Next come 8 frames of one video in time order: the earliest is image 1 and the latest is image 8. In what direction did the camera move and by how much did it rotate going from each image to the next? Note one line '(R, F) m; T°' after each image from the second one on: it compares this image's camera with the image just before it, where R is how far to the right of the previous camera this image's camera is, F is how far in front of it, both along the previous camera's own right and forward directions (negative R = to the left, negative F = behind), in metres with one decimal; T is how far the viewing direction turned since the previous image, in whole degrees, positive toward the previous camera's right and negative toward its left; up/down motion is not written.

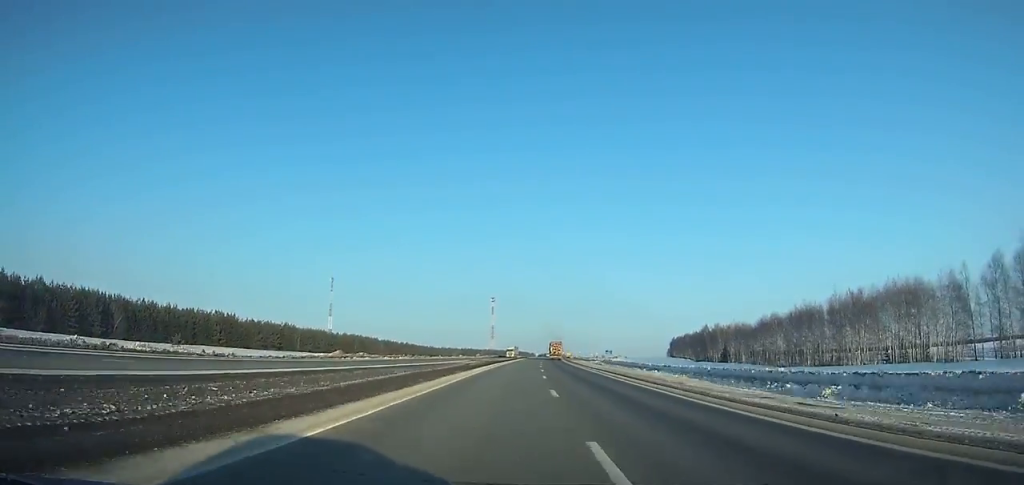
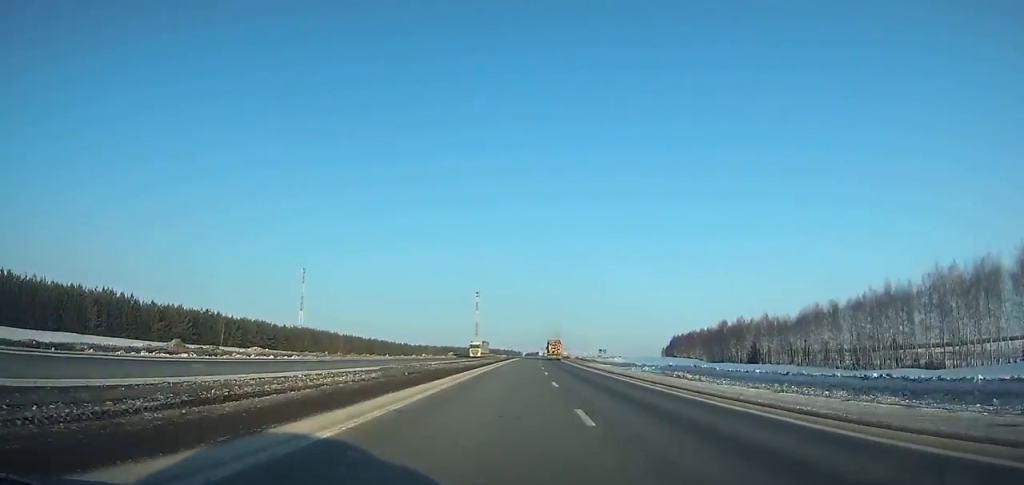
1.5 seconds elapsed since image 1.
(0.0, +43.4) m; +1°
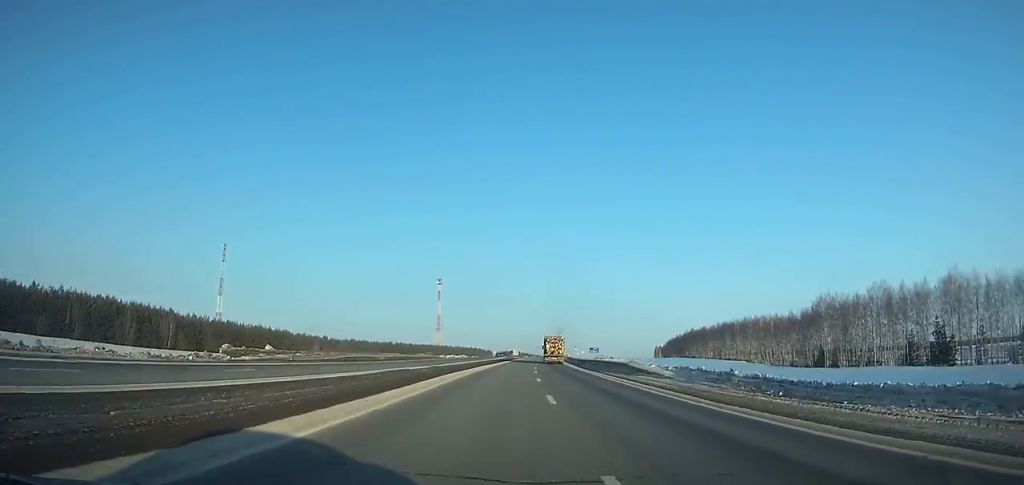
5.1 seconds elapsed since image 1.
(+2.6, +104.7) m; +3°
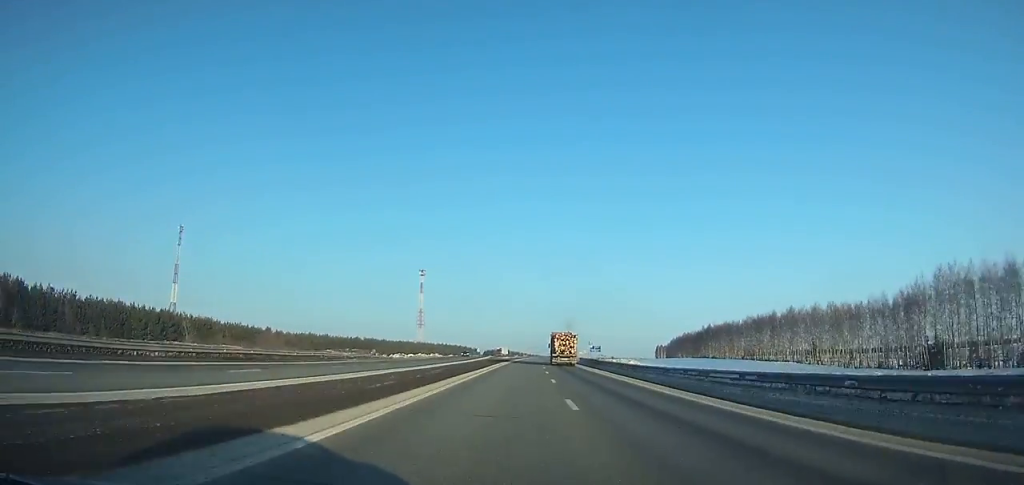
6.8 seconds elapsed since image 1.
(+0.4, +49.6) m; +1°
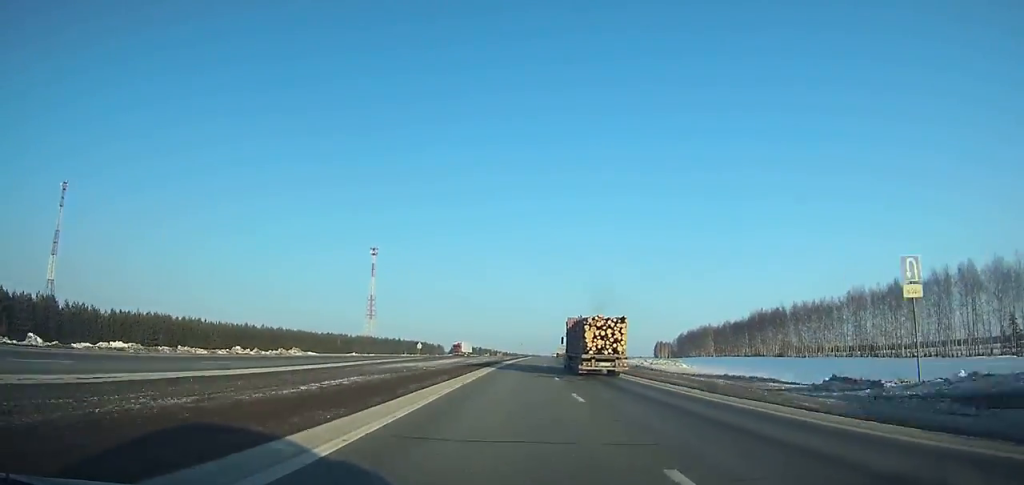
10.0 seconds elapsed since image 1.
(+1.7, +93.3) m; +3°
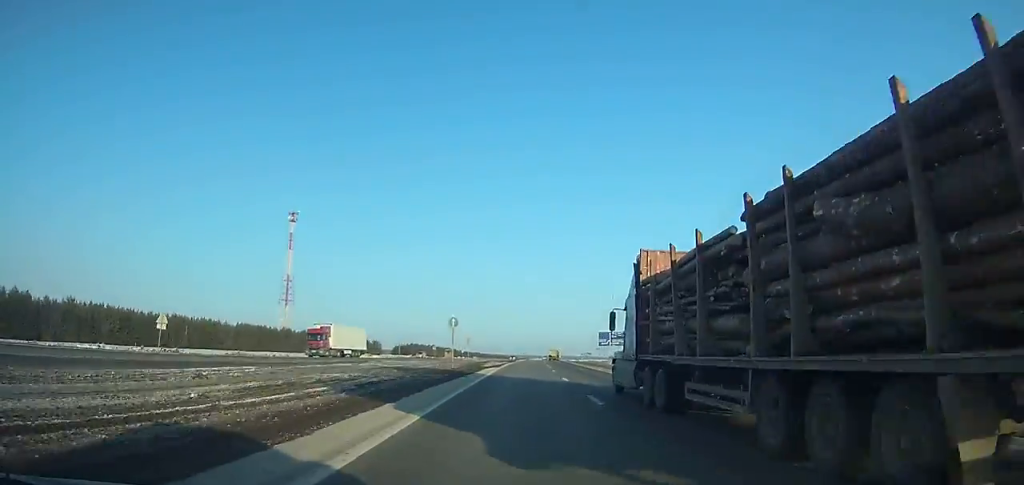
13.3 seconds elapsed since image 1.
(+2.5, +94.7) m; +3°
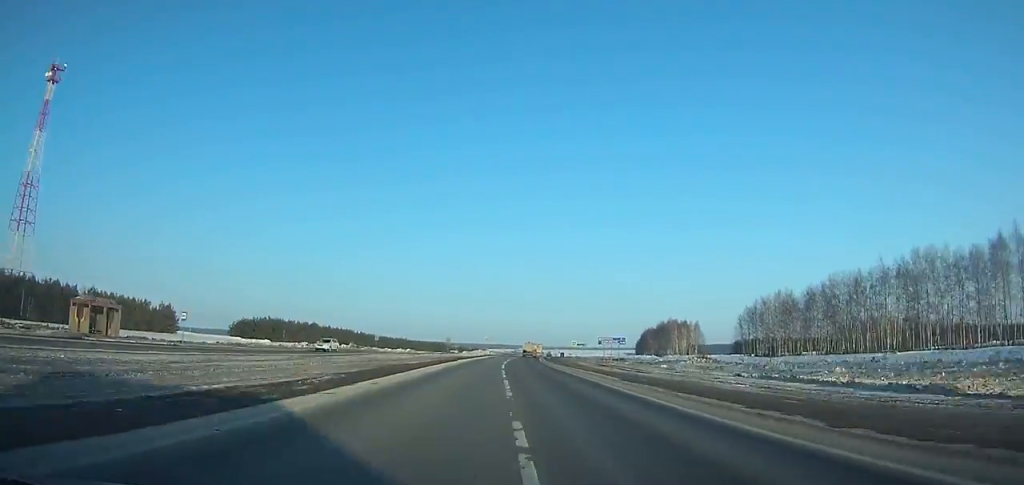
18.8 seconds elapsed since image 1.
(+6.8, +149.2) m; +4°
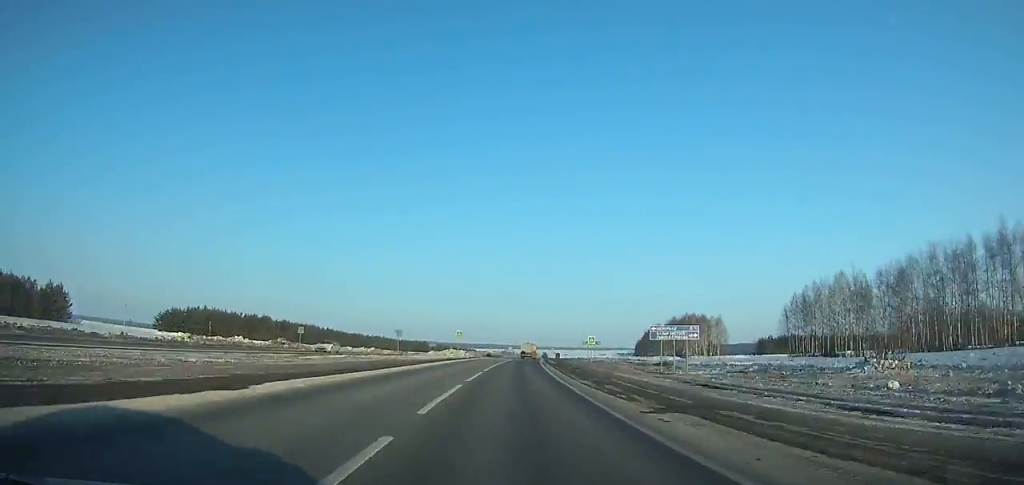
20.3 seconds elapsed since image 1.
(+0.5, +38.3) m; +1°
